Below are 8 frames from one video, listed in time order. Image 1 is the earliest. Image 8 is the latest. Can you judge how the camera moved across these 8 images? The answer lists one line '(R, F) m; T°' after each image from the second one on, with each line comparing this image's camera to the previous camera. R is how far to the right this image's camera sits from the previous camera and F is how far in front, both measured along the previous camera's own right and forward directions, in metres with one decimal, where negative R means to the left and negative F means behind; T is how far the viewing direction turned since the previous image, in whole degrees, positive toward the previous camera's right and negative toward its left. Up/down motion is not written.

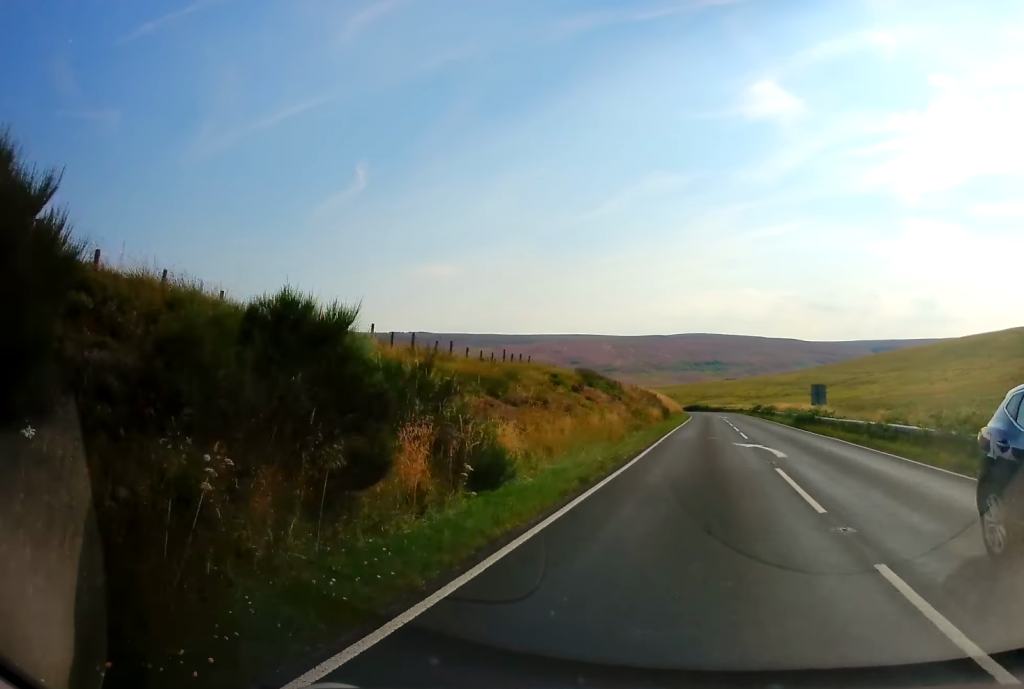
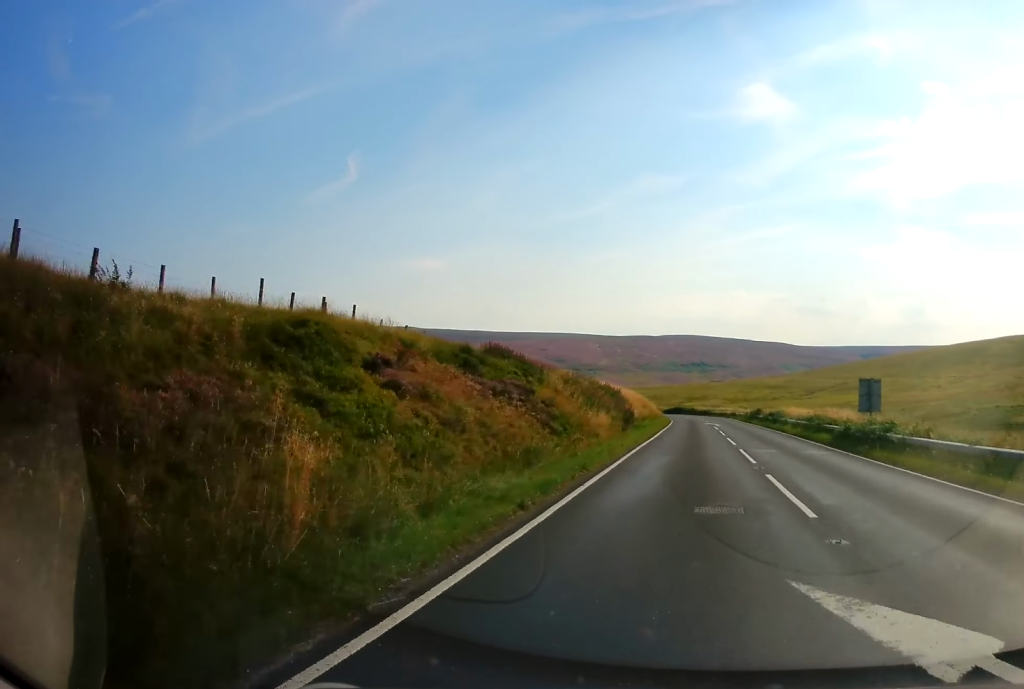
(0.0, +18.7) m; +1°
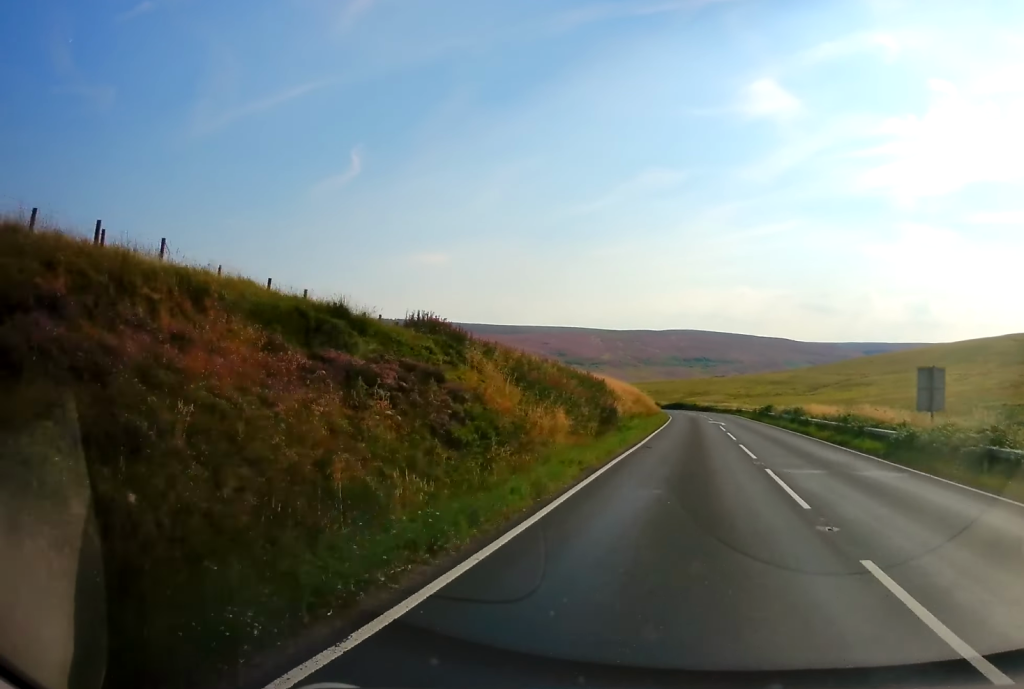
(+0.2, +8.2) m; 0°
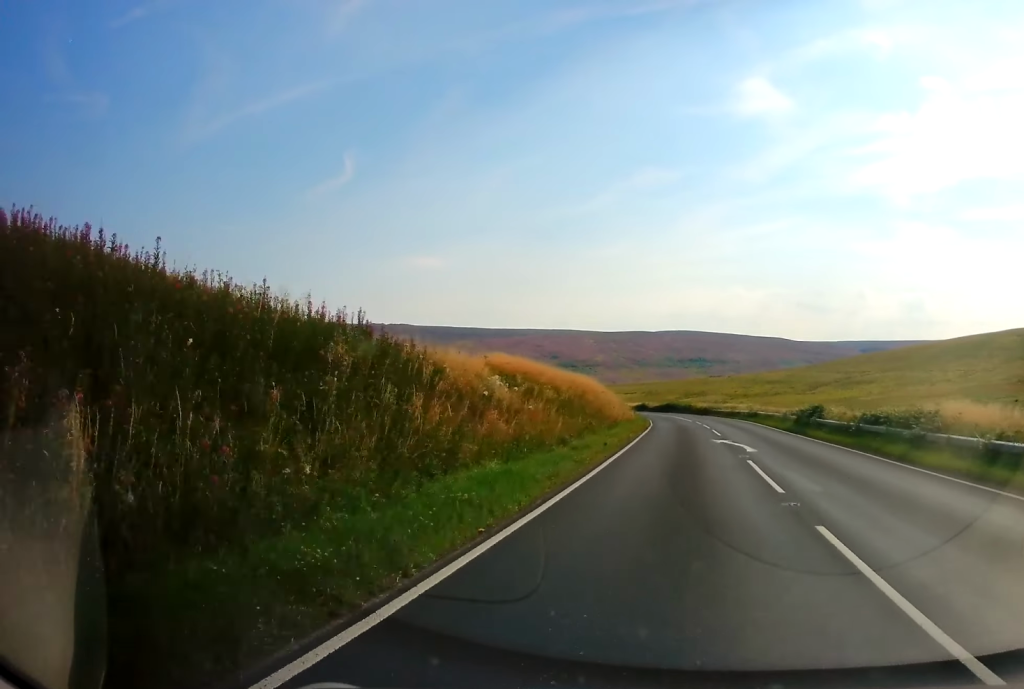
(-0.3, +25.4) m; -1°
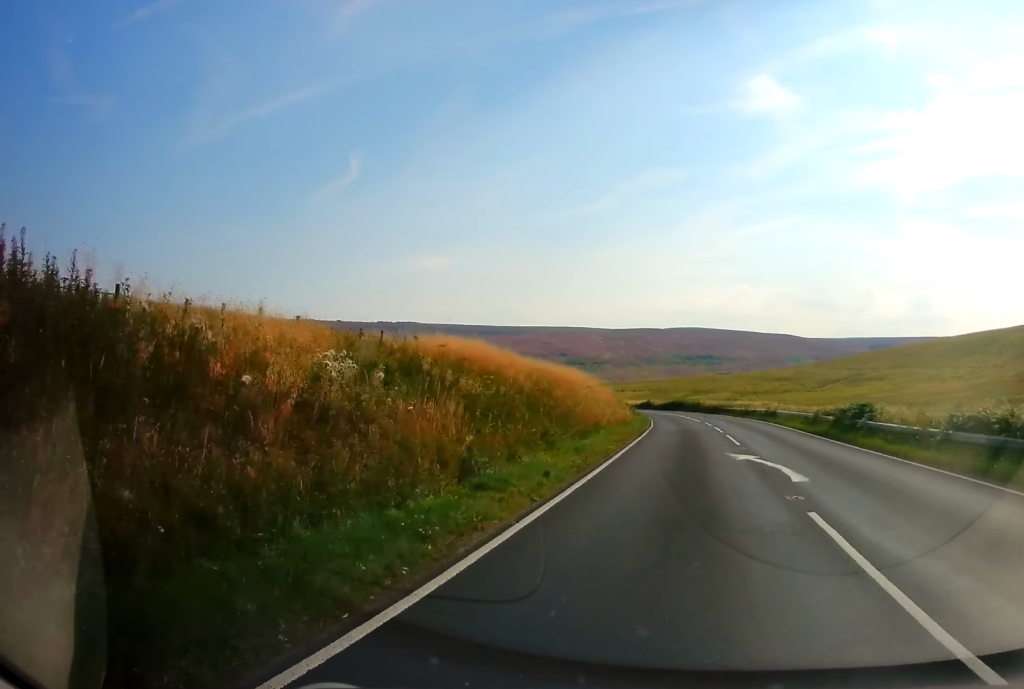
(-0.1, +8.3) m; 0°
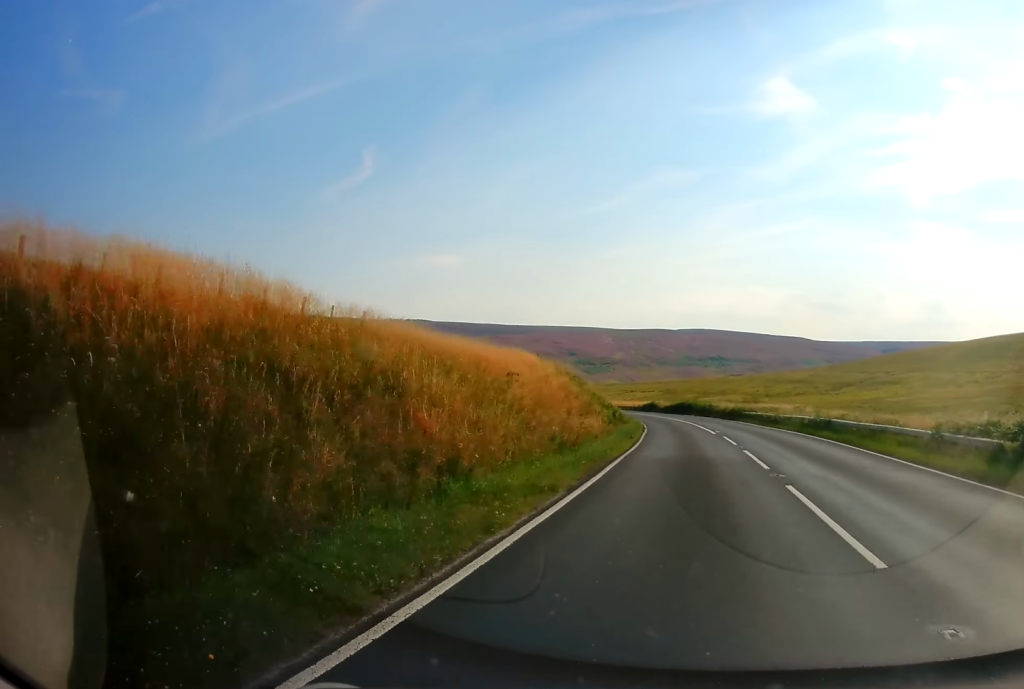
(+0.1, +16.0) m; 0°
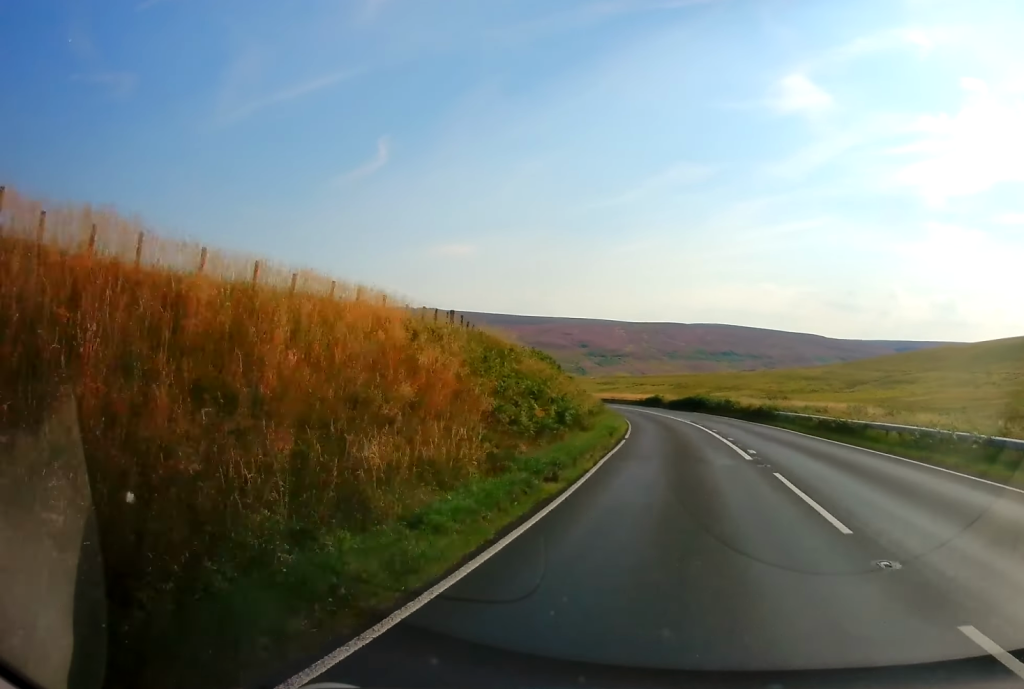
(-0.1, +16.5) m; -1°
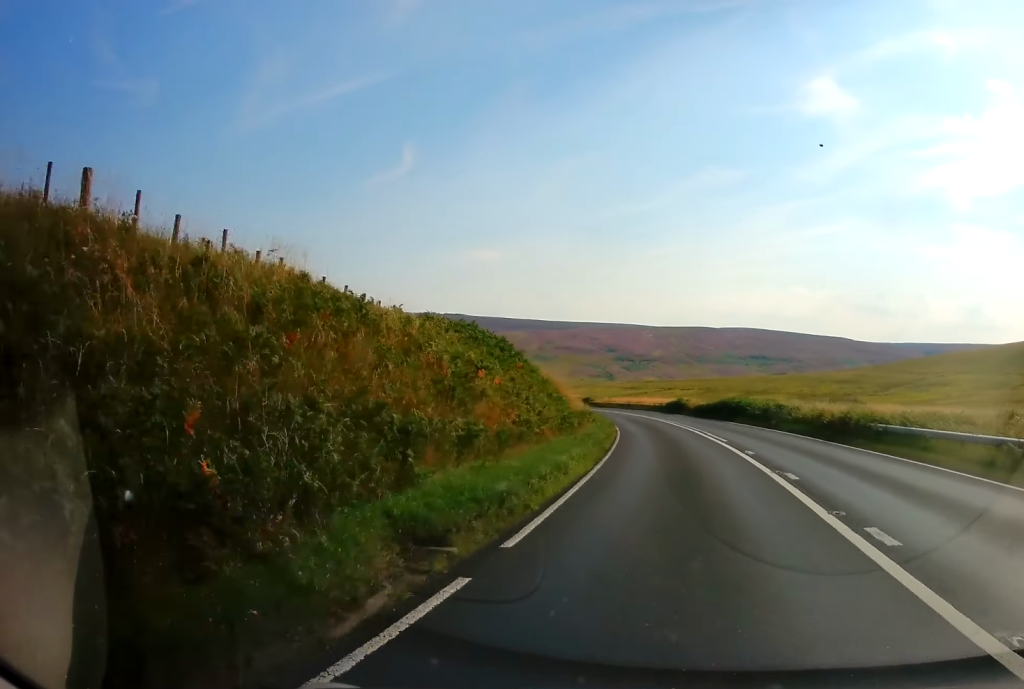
(-0.4, +17.6) m; -2°
